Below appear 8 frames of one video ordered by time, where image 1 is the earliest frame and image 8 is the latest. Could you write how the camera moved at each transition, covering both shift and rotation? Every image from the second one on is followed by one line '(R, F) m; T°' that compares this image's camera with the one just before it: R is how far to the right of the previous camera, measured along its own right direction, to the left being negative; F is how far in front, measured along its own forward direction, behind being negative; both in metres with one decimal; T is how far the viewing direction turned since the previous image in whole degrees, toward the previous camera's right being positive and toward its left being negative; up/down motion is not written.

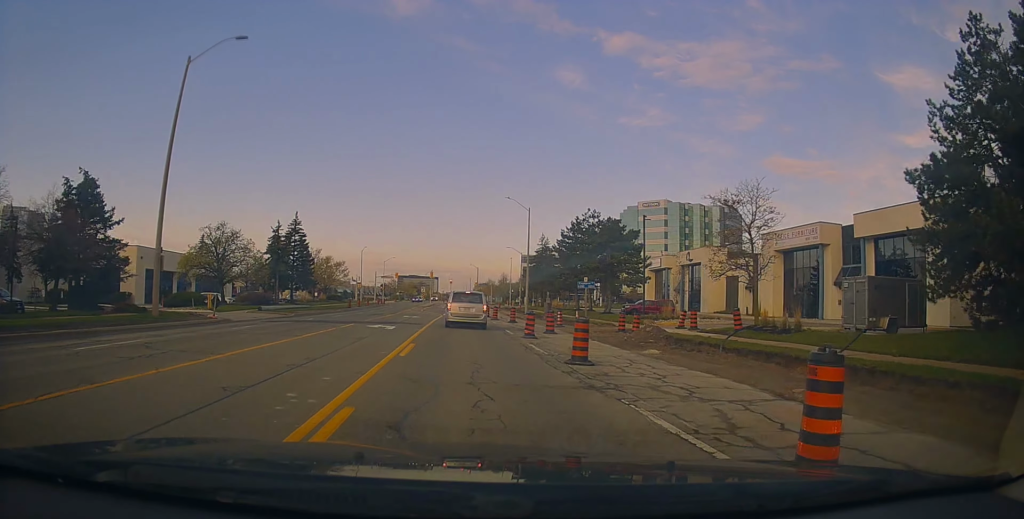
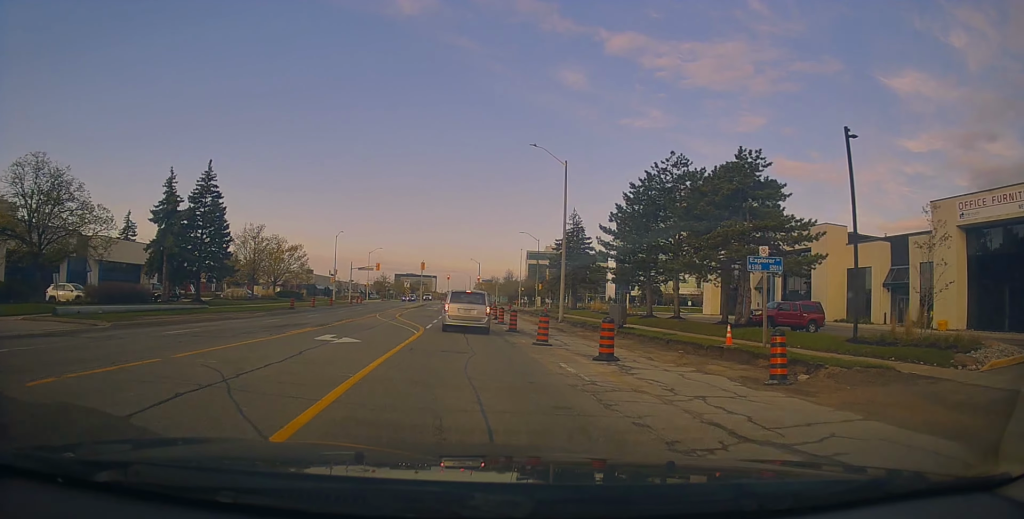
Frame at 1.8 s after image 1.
(+0.9, +25.5) m; +4°
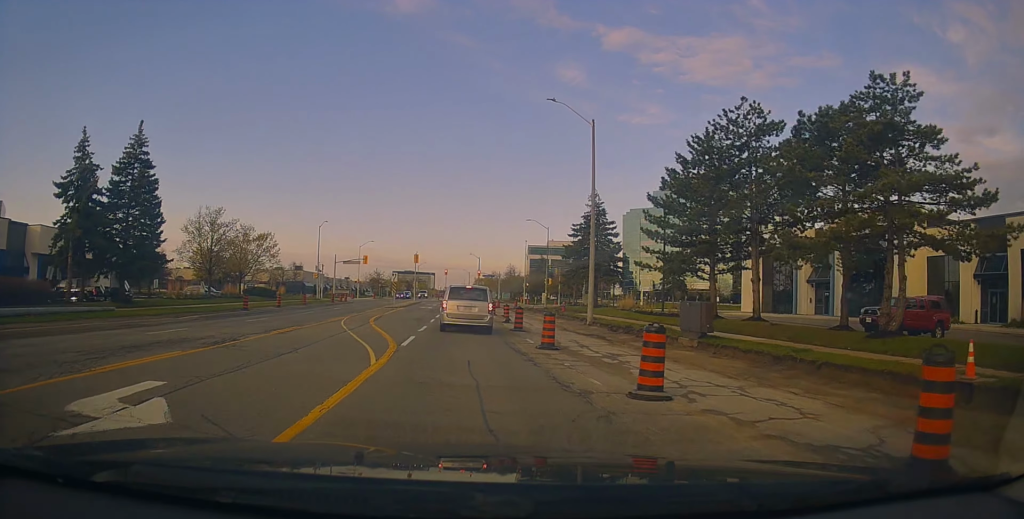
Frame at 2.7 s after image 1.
(0.0, +10.9) m; 0°
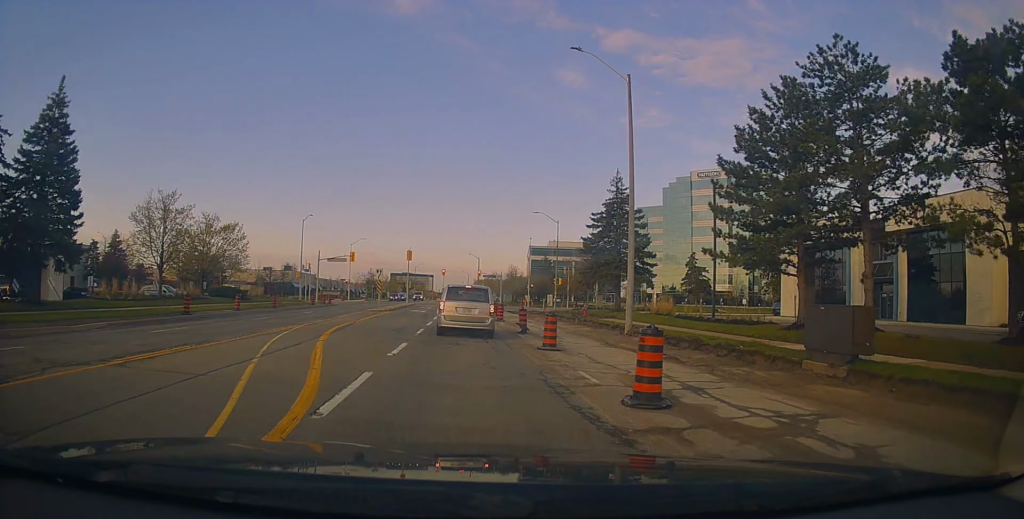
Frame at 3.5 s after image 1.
(-0.1, +9.1) m; -1°
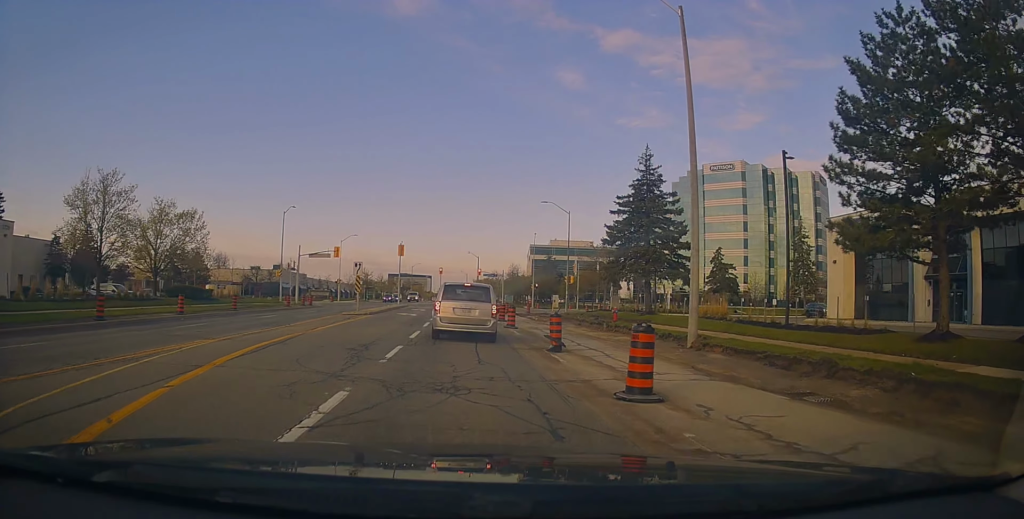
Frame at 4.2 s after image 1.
(0.0, +8.0) m; 0°
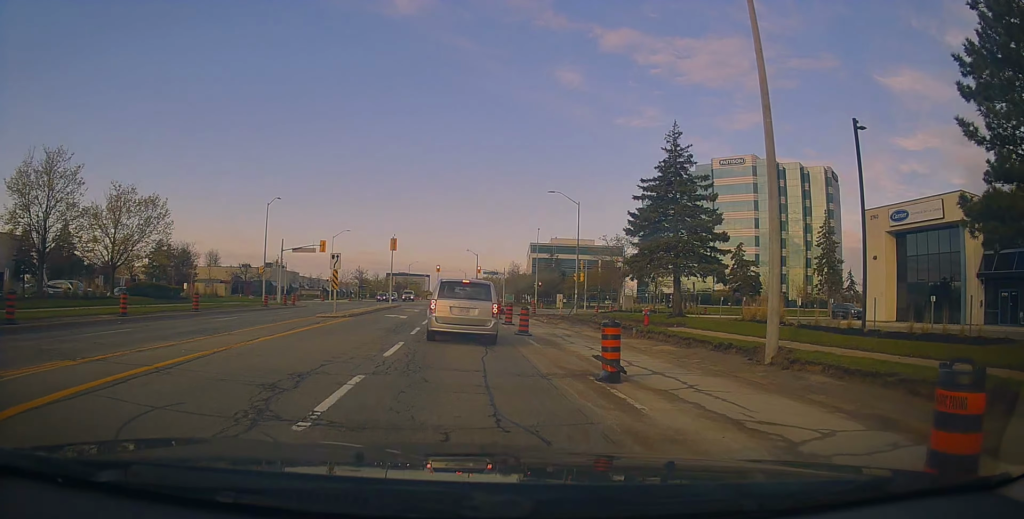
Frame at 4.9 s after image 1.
(-0.2, +6.1) m; +2°
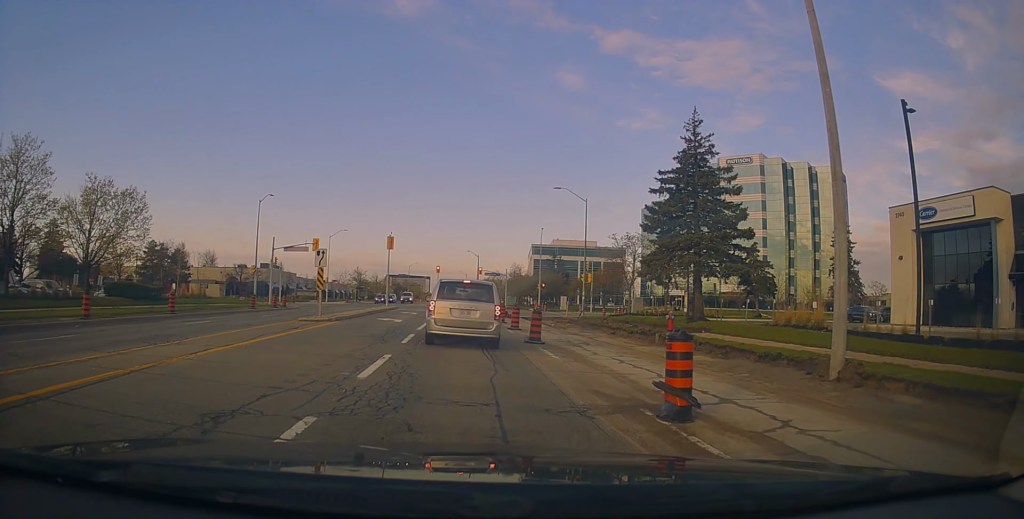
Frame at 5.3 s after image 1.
(+0.1, +3.3) m; +1°
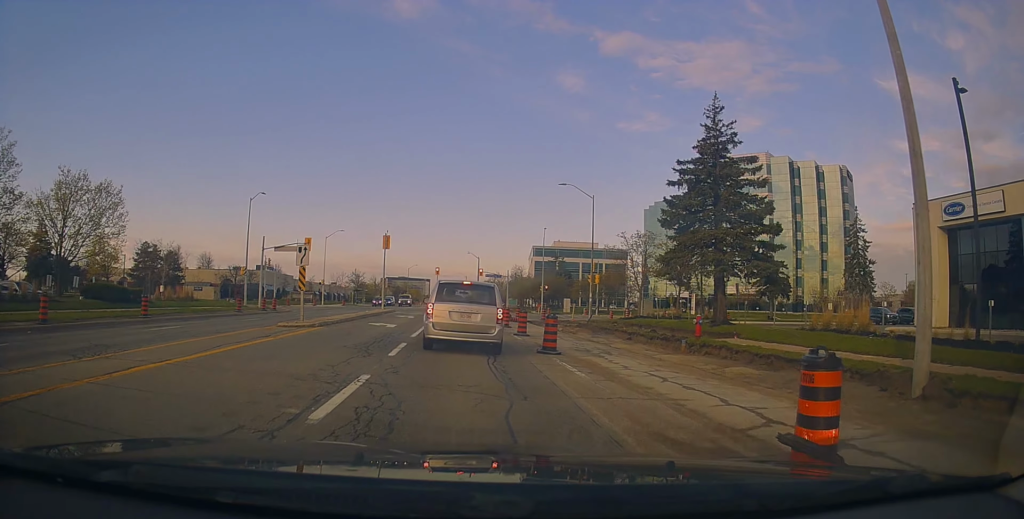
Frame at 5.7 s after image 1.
(+0.2, +2.9) m; +1°
